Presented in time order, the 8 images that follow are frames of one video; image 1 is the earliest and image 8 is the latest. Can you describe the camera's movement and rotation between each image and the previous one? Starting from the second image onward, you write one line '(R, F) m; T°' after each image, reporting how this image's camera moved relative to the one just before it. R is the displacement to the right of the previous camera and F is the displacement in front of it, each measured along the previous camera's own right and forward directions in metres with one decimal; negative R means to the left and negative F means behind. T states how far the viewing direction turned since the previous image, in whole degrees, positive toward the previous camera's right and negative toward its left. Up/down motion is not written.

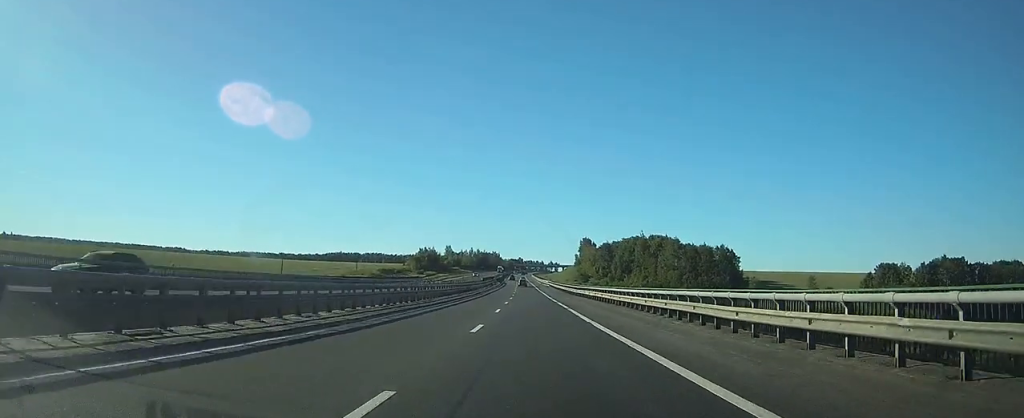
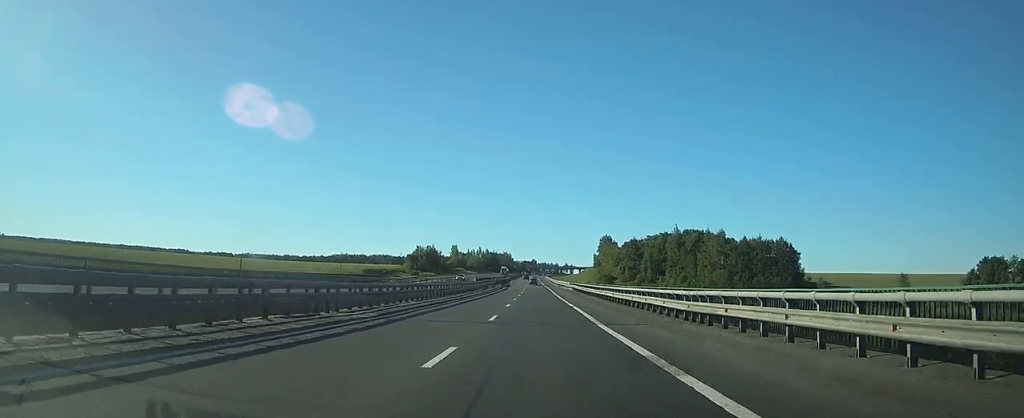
(-0.6, +42.3) m; -2°
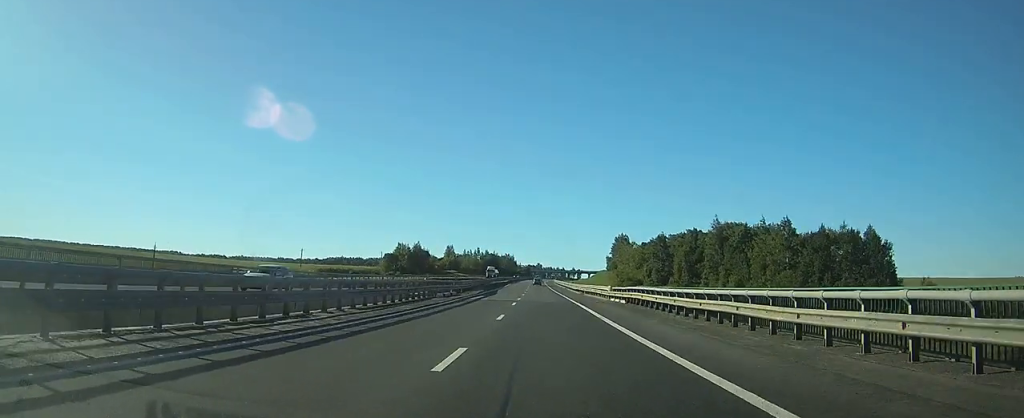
(-0.6, +47.3) m; -1°
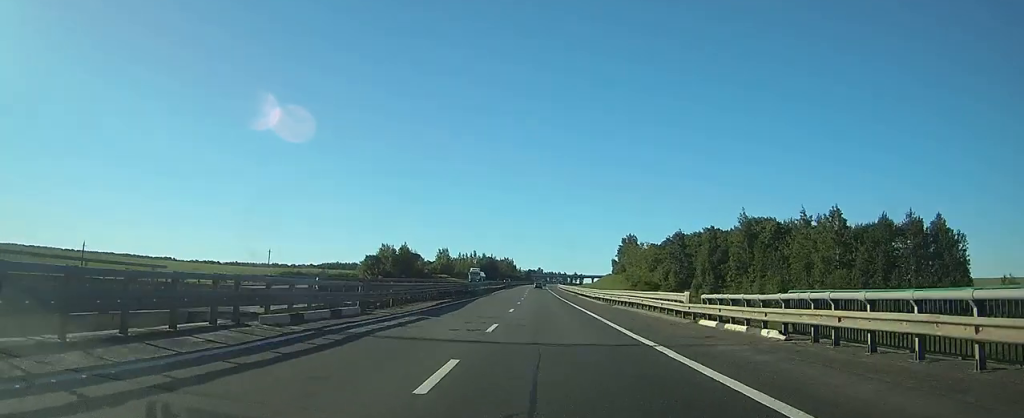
(-0.1, +25.3) m; 0°
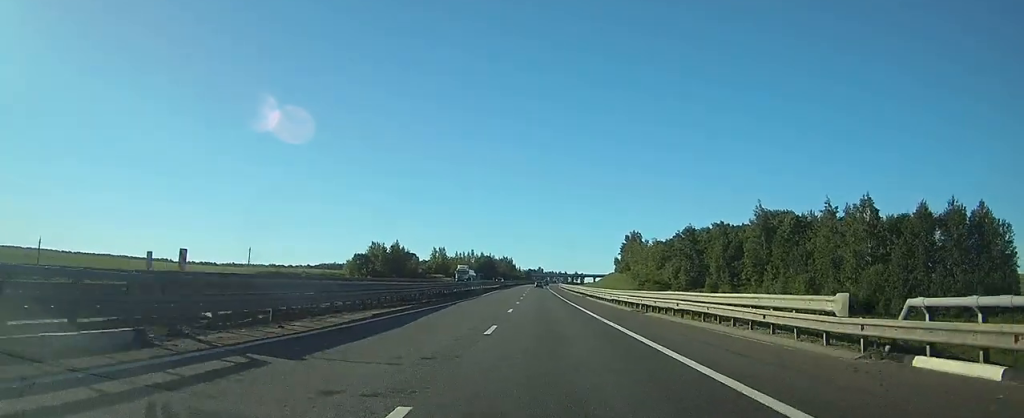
(0.0, +12.6) m; 0°
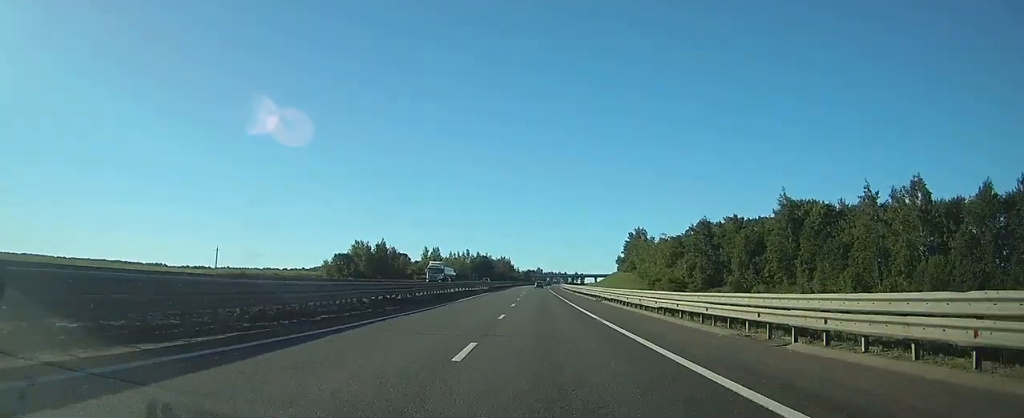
(0.0, +17.1) m; 0°
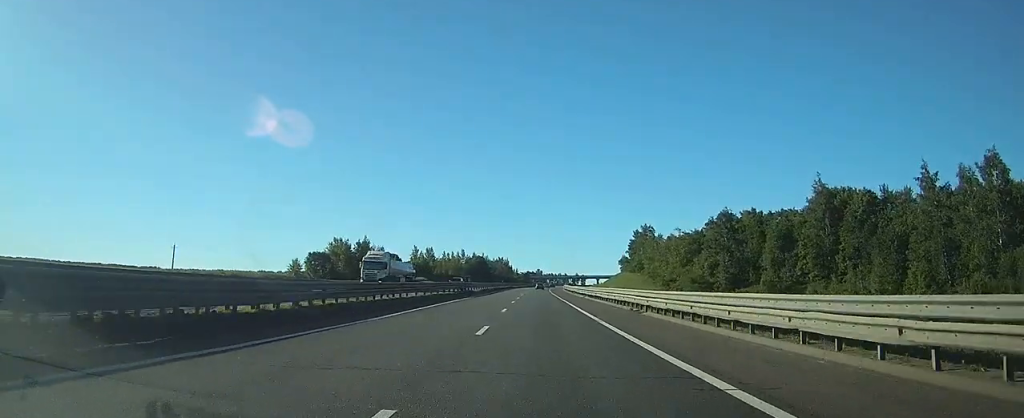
(0.0, +18.8) m; 0°
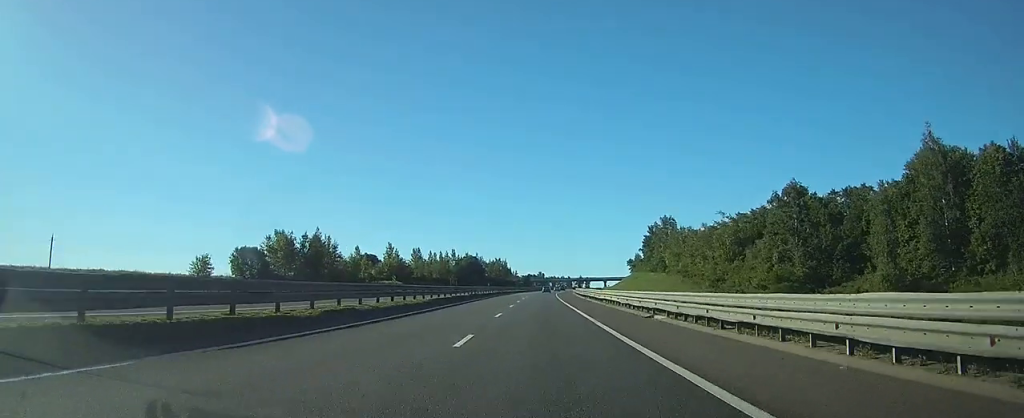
(0.0, +38.3) m; 0°
